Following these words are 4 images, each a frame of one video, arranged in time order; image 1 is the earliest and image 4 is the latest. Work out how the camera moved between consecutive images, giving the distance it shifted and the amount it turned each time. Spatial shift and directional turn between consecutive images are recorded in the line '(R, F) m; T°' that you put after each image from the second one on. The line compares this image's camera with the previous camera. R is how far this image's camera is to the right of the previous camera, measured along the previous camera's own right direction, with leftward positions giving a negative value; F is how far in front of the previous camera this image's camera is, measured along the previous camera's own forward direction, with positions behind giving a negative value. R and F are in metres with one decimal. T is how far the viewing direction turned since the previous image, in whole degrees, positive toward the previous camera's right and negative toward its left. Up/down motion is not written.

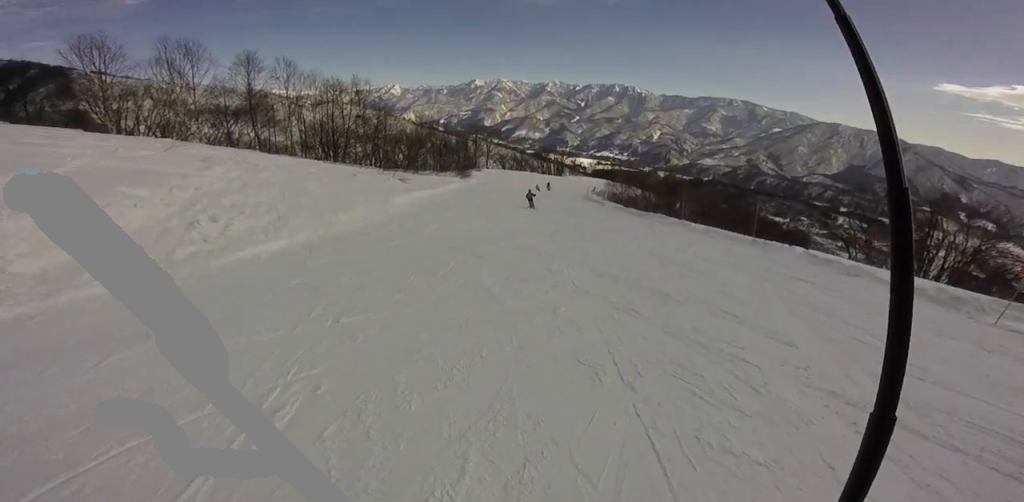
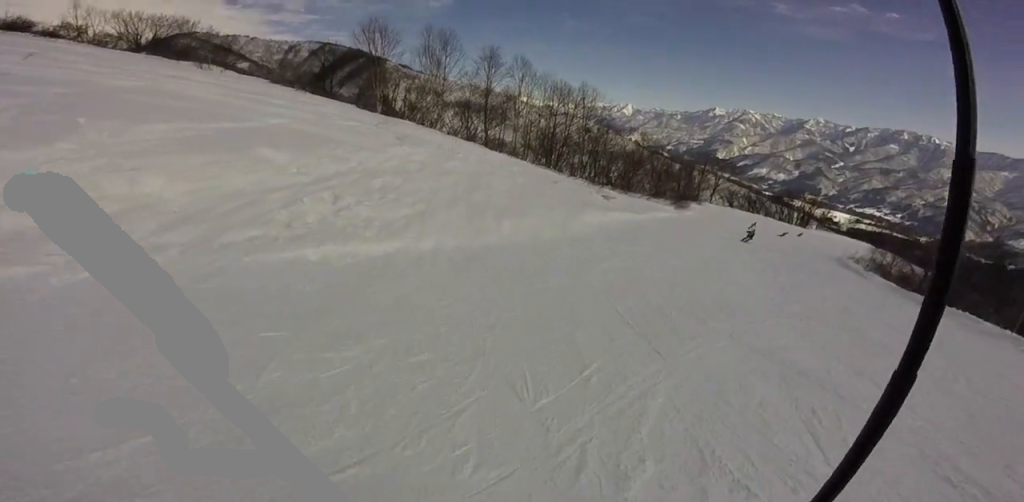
(-1.3, +3.8) m; -14°
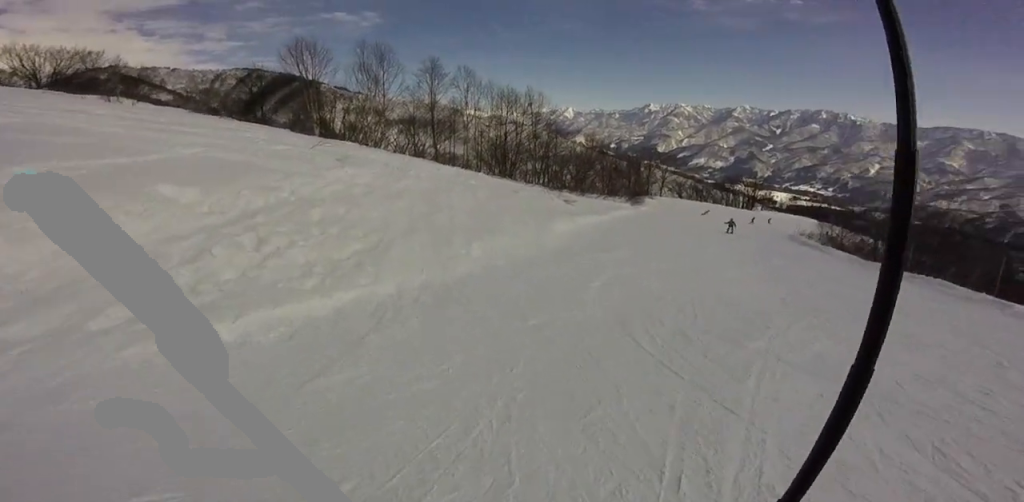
(-0.1, +1.5) m; +7°
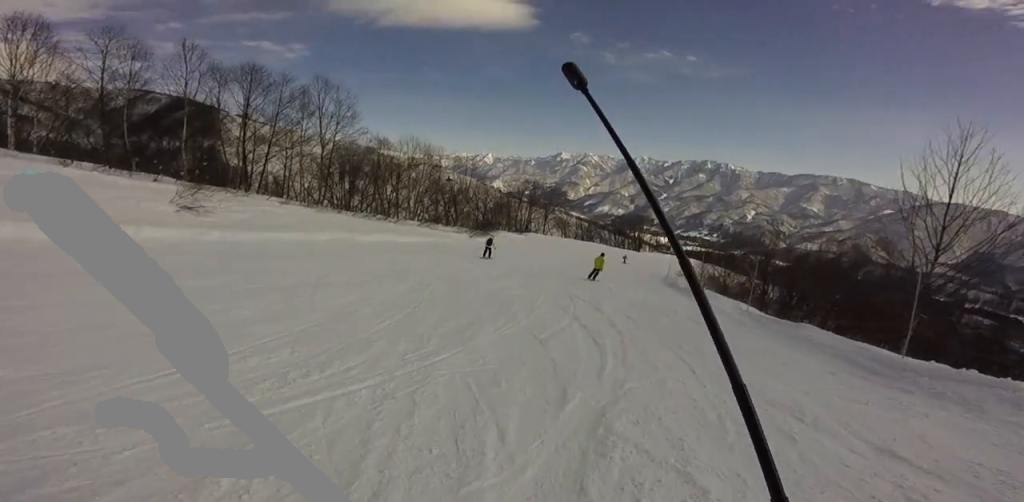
(+5.6, +19.5) m; -1°
